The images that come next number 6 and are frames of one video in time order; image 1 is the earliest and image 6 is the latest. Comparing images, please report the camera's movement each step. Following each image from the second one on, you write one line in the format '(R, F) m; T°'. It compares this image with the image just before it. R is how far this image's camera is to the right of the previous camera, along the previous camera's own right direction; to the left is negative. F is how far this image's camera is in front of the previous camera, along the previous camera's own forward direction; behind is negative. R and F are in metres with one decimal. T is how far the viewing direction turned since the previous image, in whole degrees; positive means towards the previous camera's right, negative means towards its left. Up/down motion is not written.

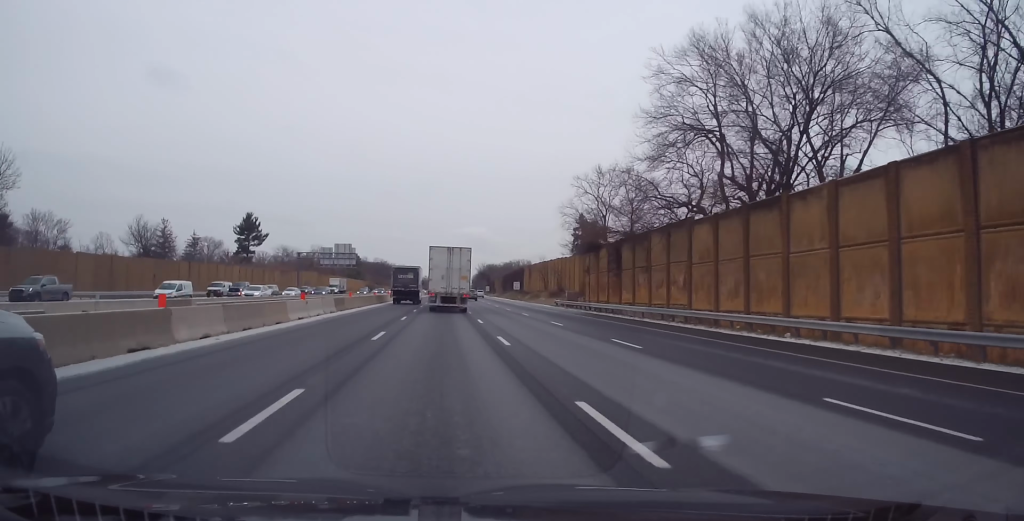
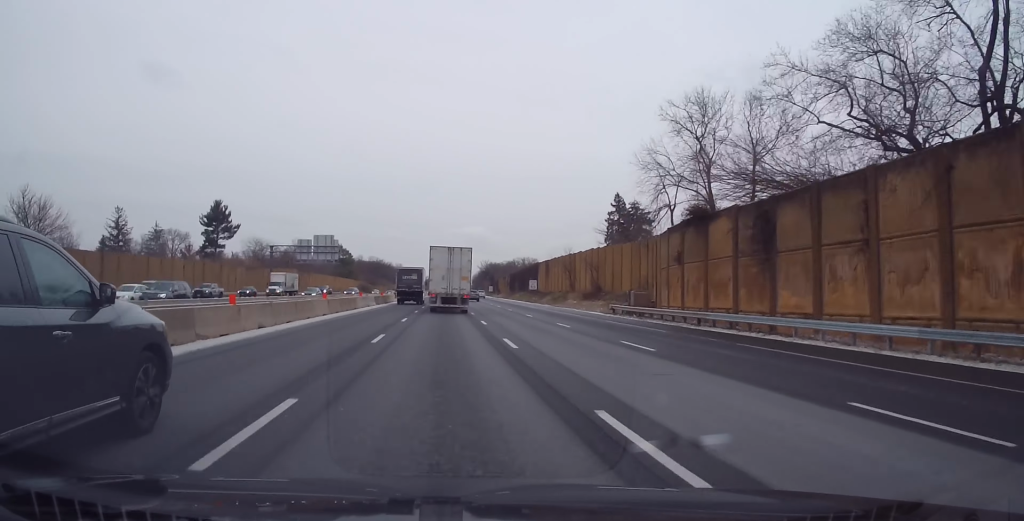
(-0.3, +24.1) m; 0°
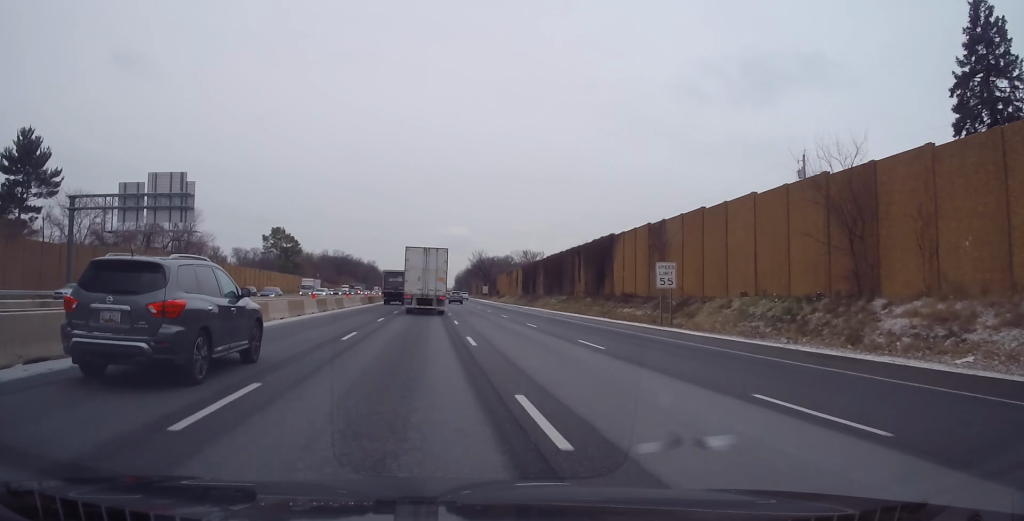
(+1.5, +70.2) m; +2°
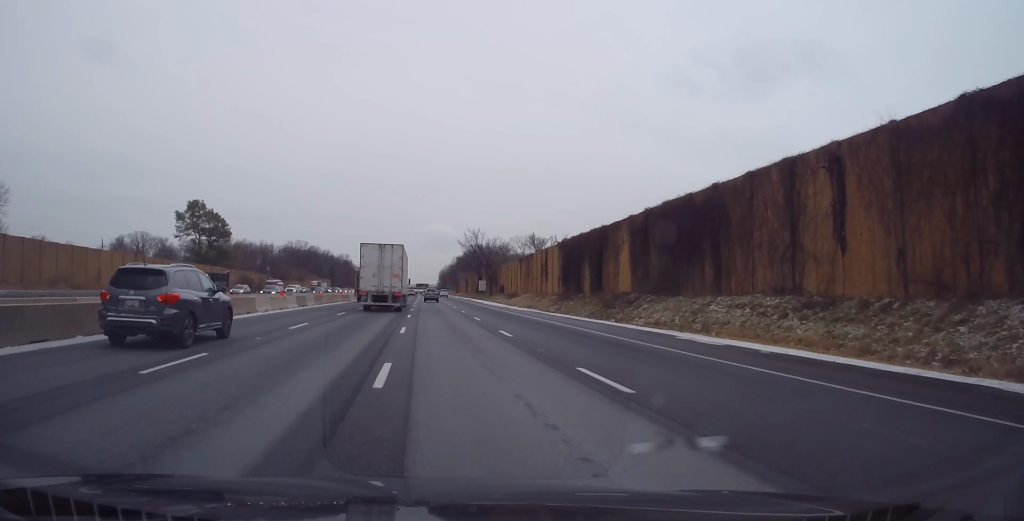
(+0.6, +55.0) m; +1°
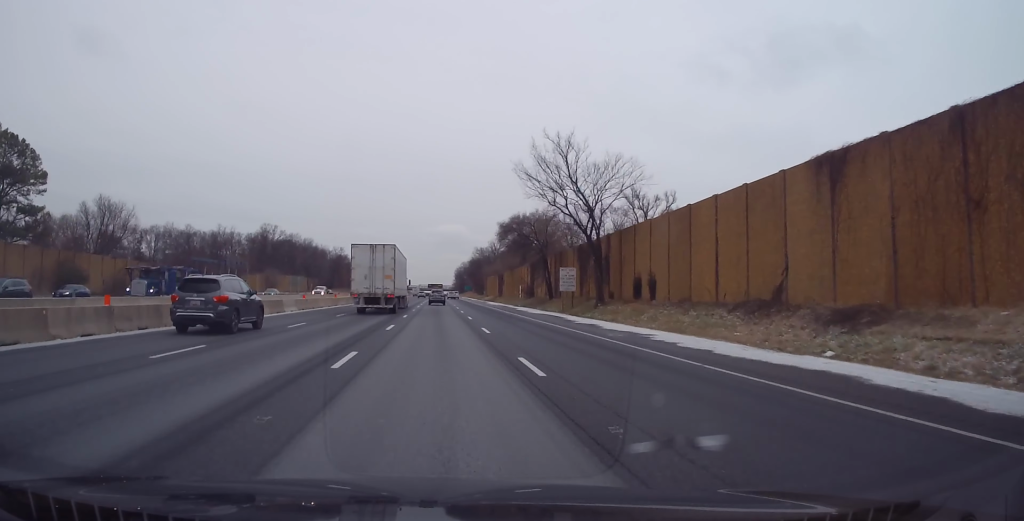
(-0.8, +81.8) m; -1°
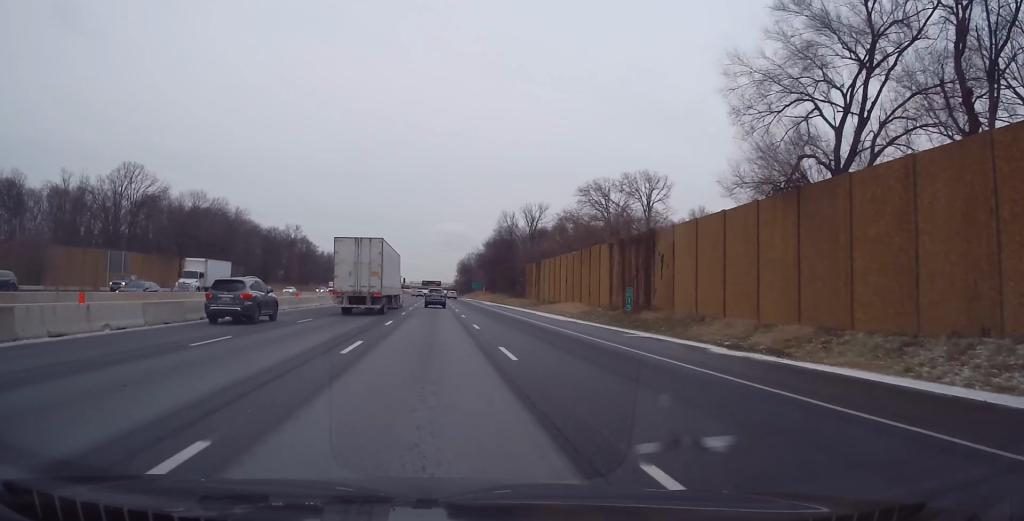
(+0.3, +103.7) m; +1°
